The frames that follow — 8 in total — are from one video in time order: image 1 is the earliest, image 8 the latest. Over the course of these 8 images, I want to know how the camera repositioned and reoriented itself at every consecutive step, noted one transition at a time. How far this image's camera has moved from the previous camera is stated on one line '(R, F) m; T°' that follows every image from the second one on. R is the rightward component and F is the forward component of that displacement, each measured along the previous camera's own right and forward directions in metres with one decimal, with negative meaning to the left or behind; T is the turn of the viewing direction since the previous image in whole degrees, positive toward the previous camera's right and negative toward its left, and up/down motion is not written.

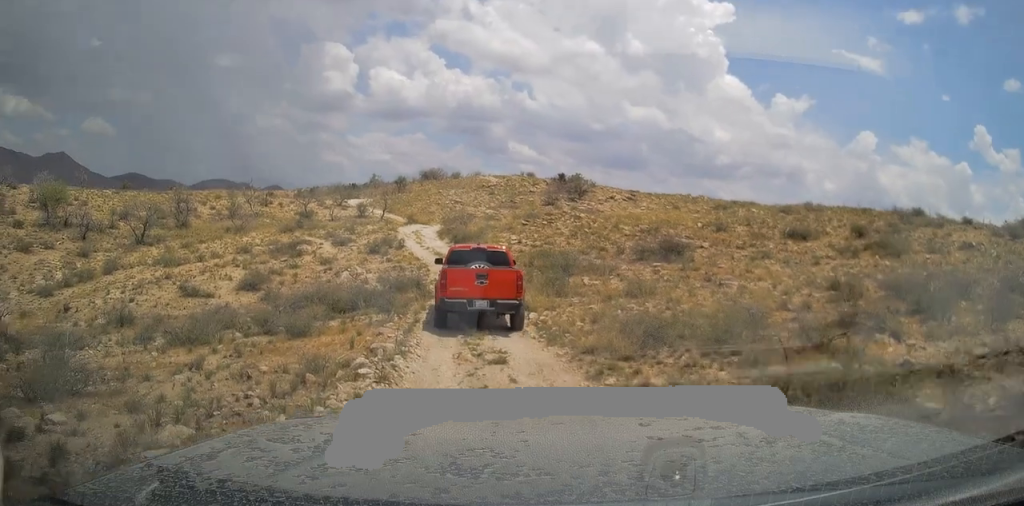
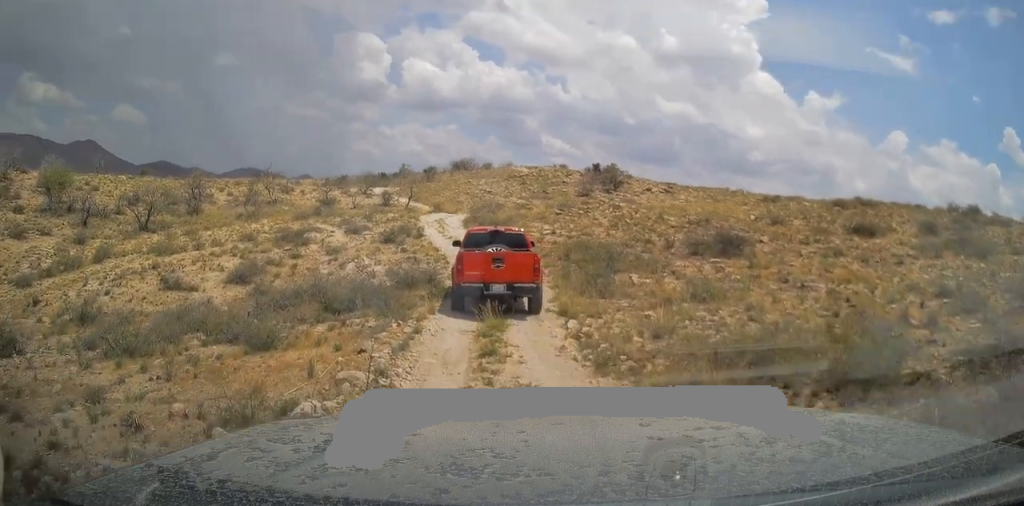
(+0.2, +3.6) m; +3°
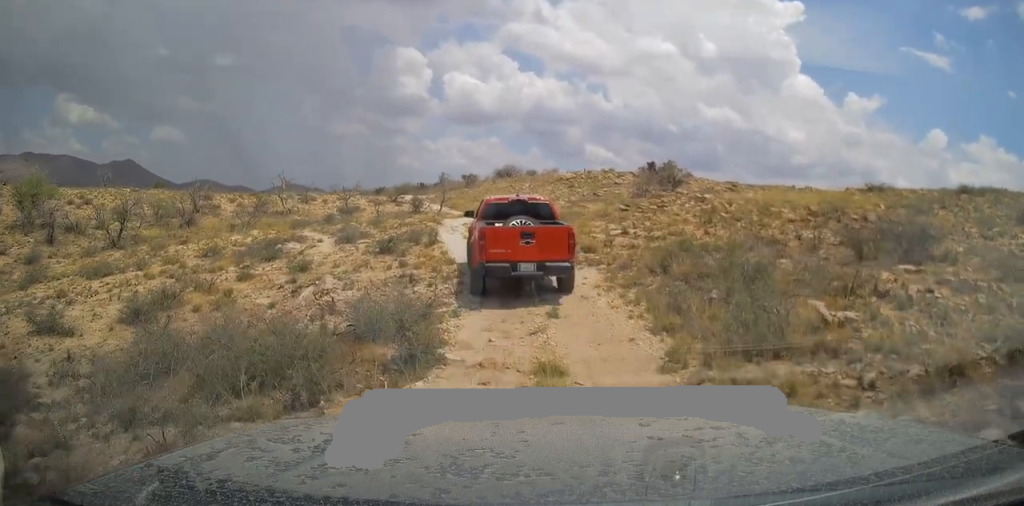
(+0.3, +8.7) m; +3°
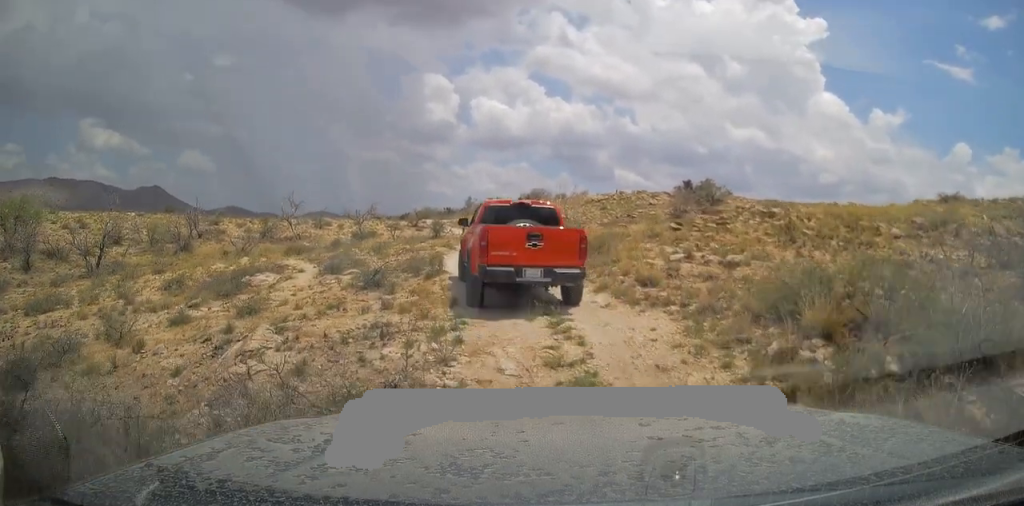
(-0.1, +4.8) m; -6°
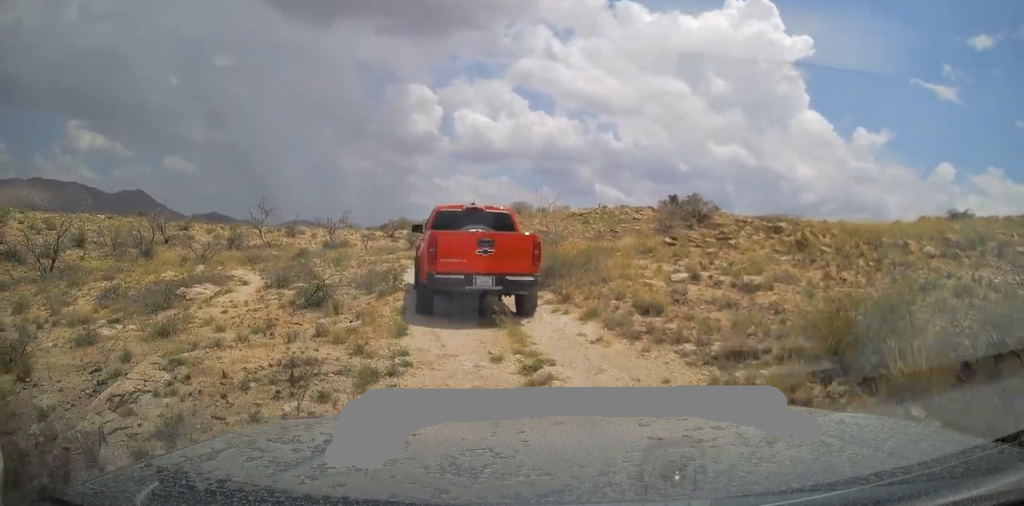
(-0.1, +2.5) m; -5°
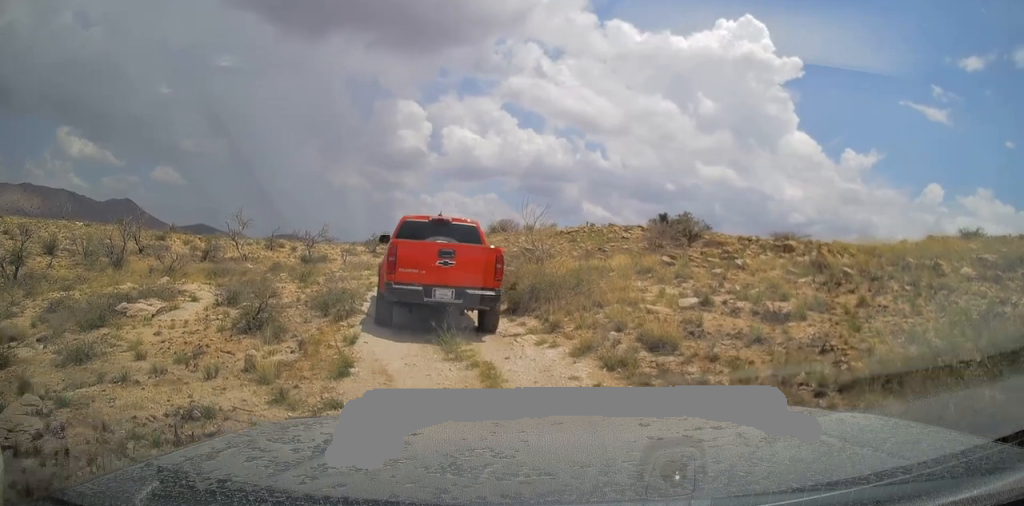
(-0.1, +1.9) m; +1°
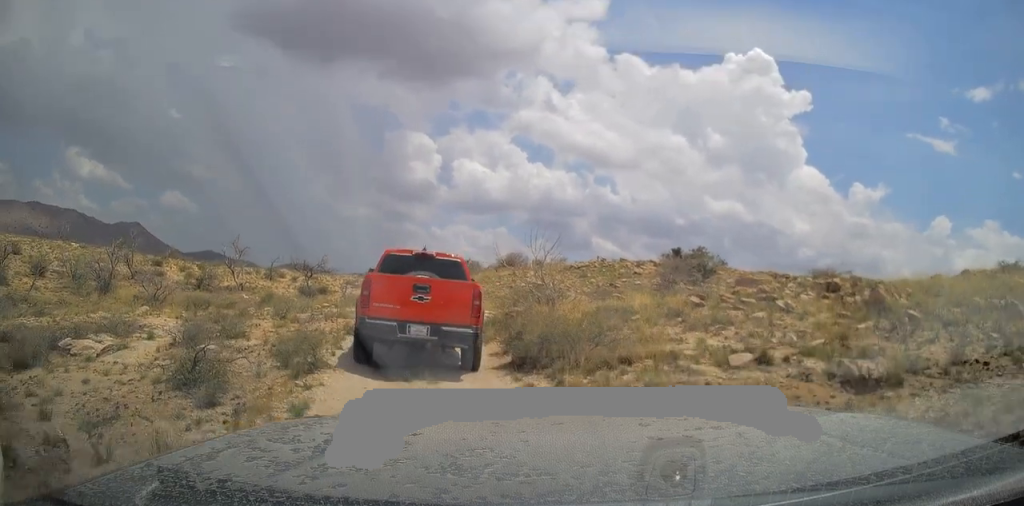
(-0.2, +2.3) m; +2°
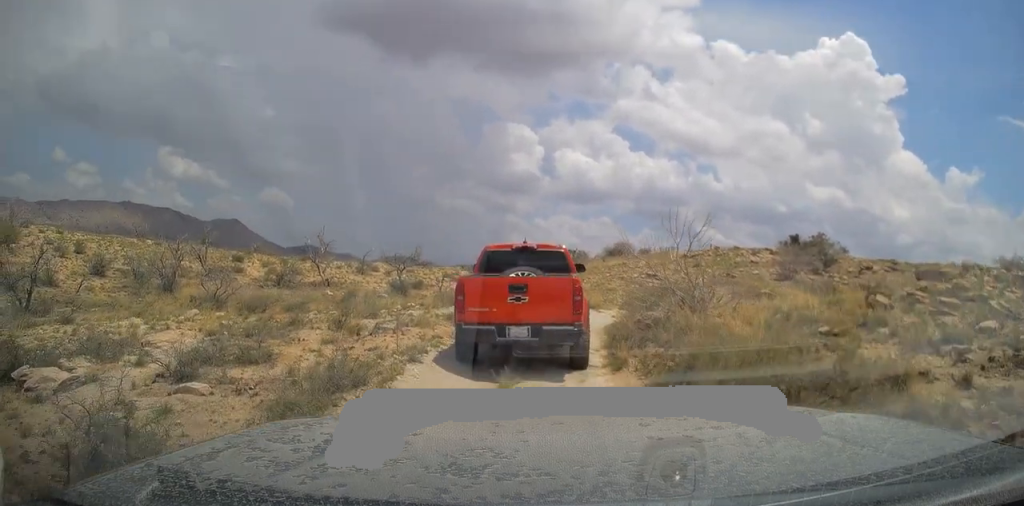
(+0.2, +4.0) m; -10°
